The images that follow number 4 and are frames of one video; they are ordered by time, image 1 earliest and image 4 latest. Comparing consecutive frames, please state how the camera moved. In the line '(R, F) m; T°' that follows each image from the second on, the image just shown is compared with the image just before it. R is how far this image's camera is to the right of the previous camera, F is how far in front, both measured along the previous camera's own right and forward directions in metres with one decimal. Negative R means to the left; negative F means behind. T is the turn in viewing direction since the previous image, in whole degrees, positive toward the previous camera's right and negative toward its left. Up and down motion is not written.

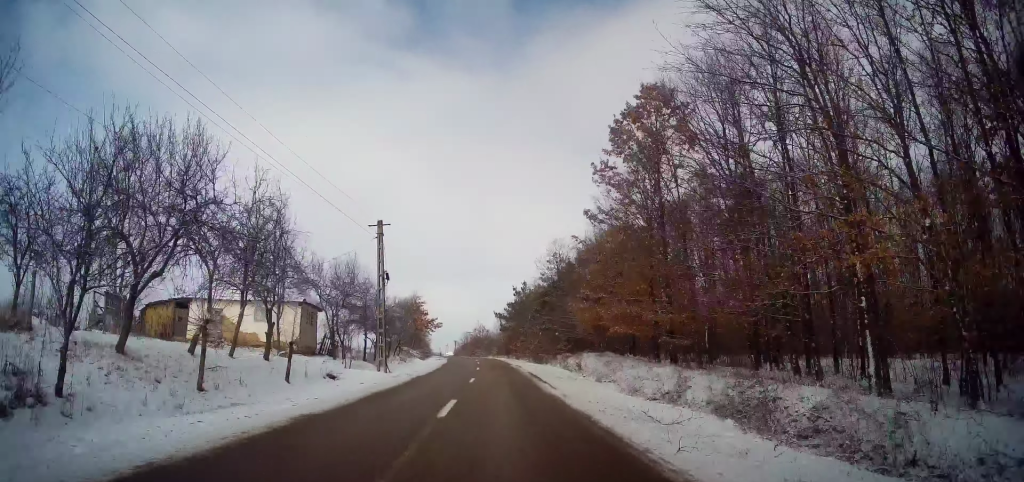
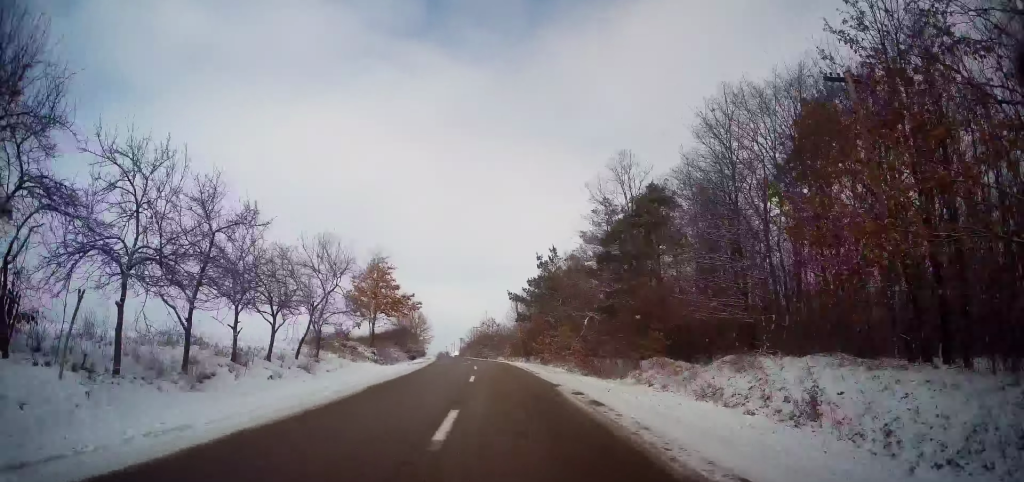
(0.0, +26.3) m; -1°
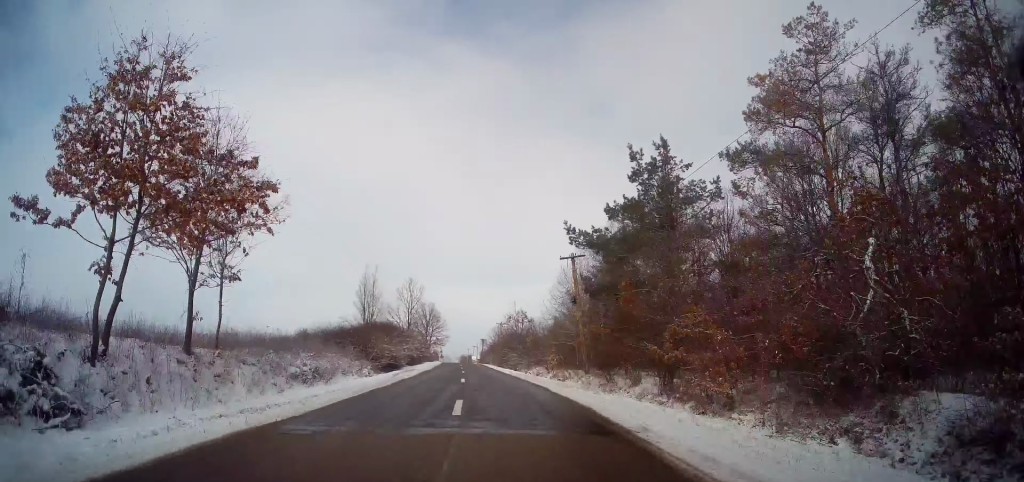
(-0.8, +29.1) m; -4°
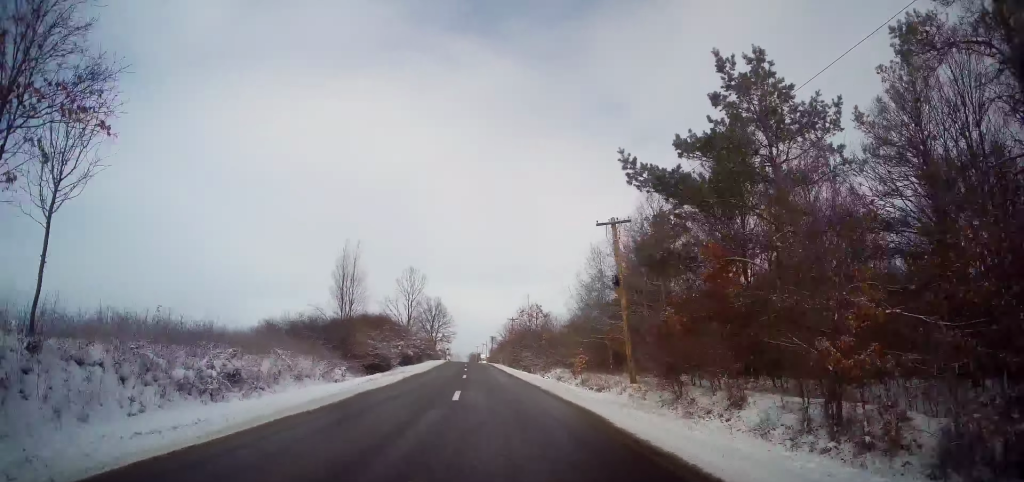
(-0.1, +8.4) m; -1°
